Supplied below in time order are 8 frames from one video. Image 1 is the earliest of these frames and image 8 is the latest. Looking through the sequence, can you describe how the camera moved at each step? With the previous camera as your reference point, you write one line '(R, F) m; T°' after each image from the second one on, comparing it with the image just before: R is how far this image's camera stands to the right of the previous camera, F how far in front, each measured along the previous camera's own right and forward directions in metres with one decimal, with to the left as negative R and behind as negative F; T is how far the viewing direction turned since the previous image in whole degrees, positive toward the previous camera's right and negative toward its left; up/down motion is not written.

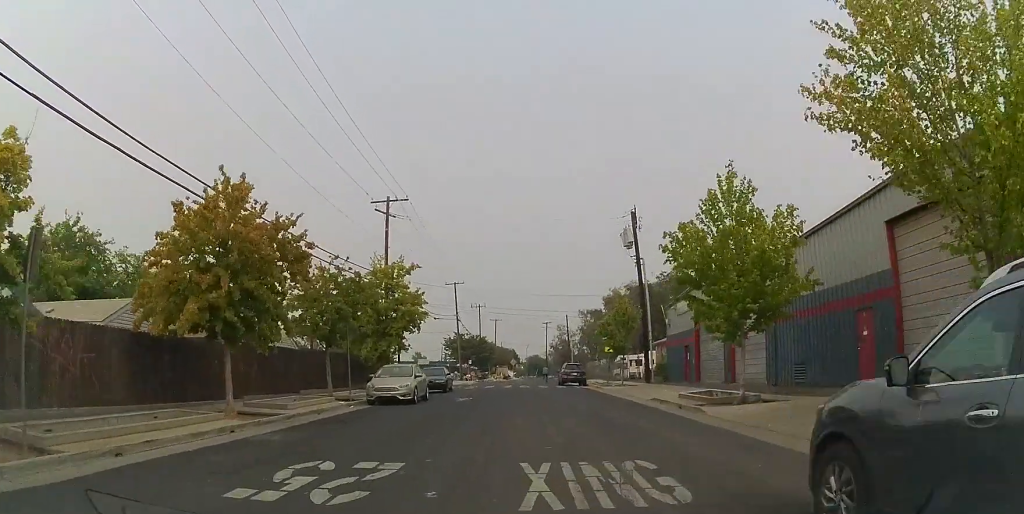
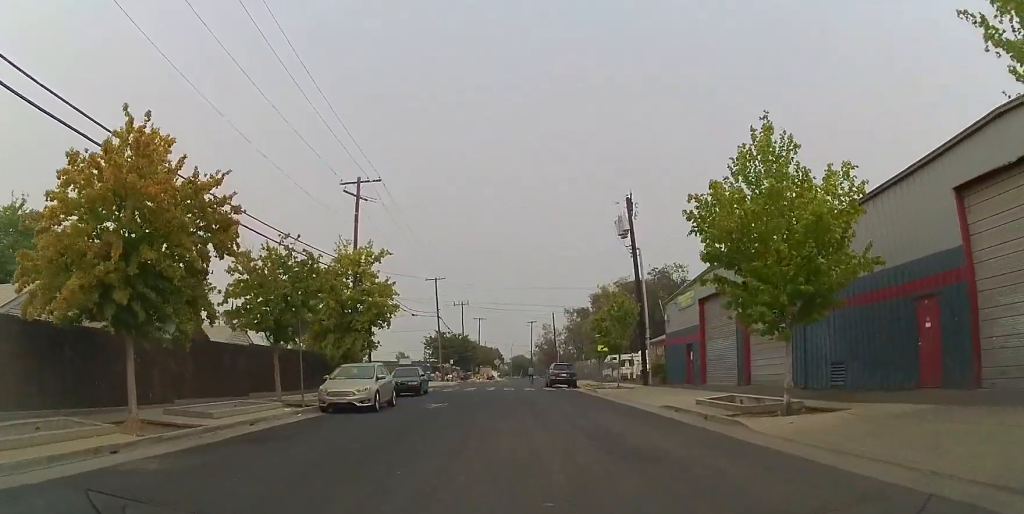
(+0.2, +3.5) m; +5°
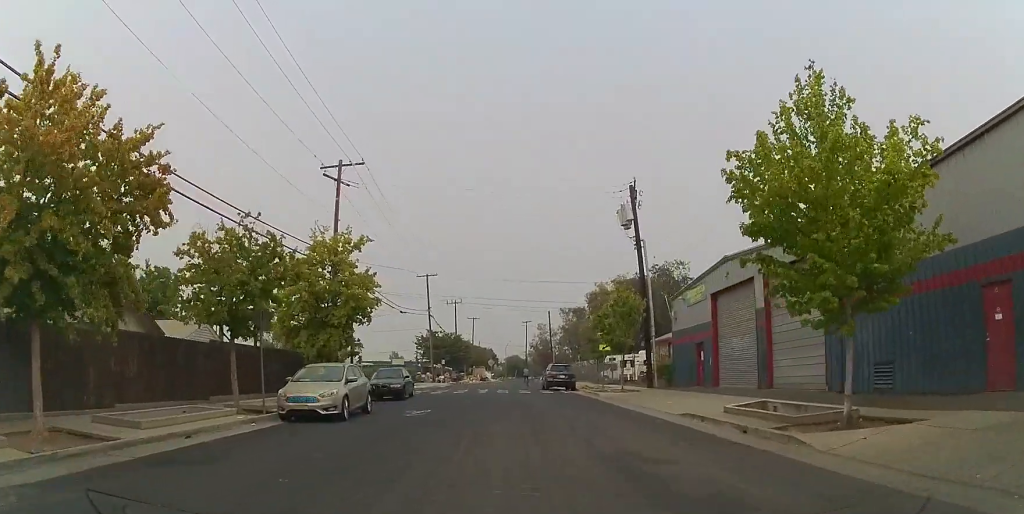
(0.0, +2.6) m; +5°
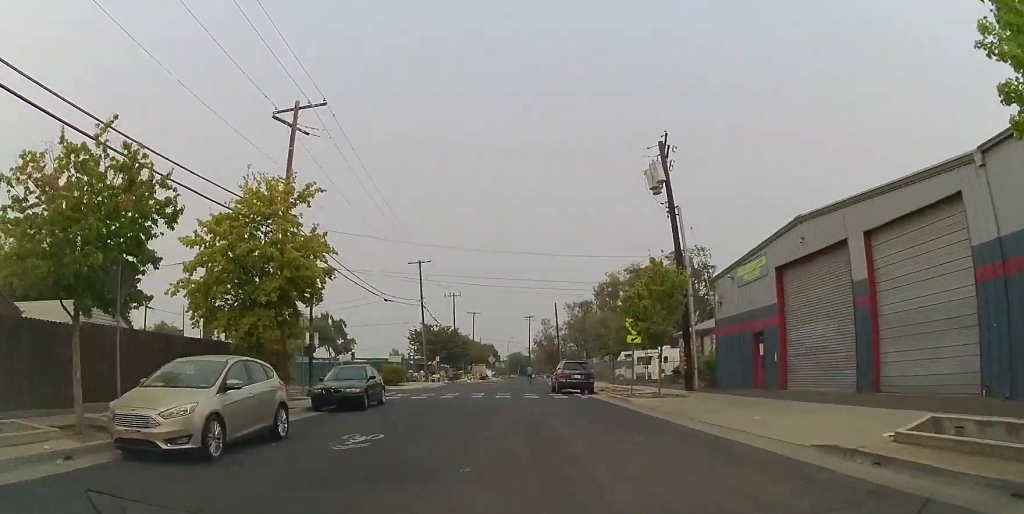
(+0.5, +6.6) m; +1°
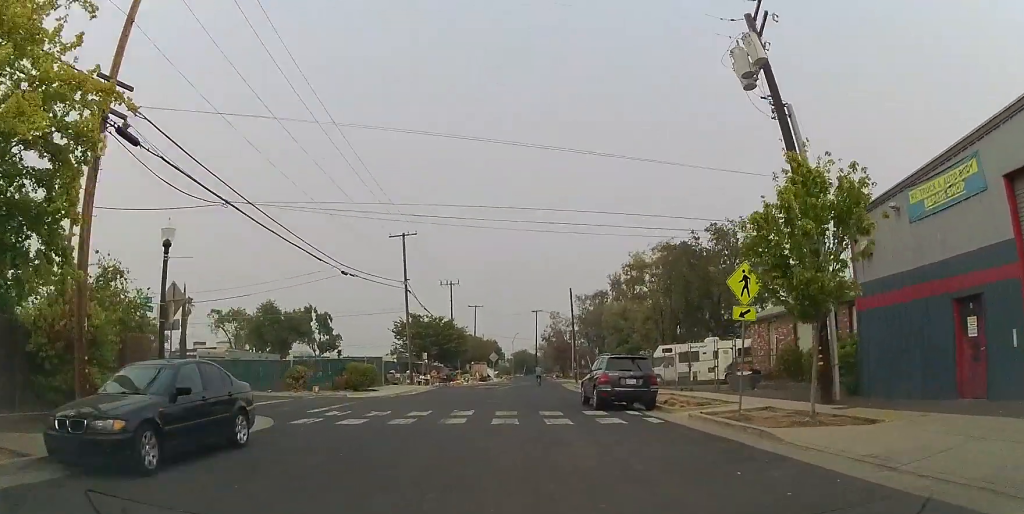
(-1.0, +11.6) m; -5°
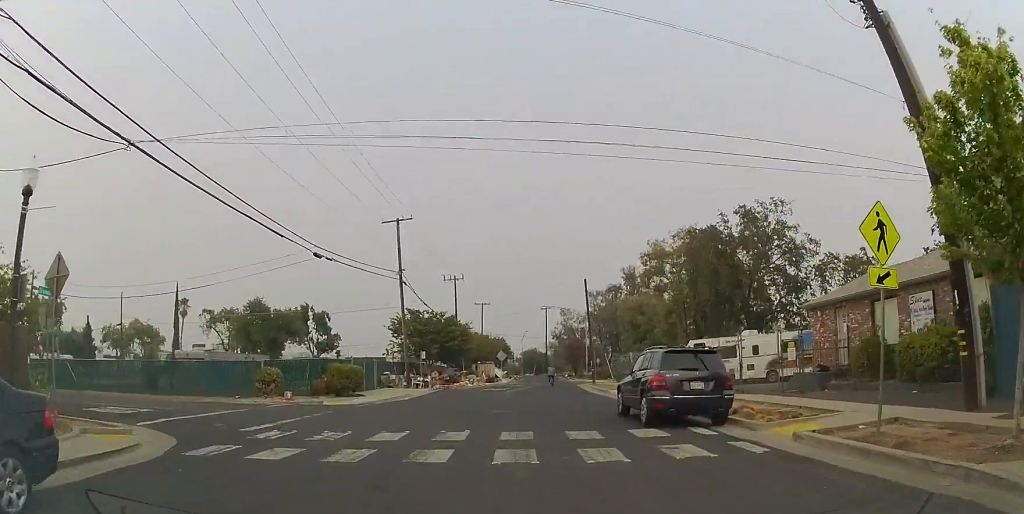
(0.0, +5.4) m; 0°
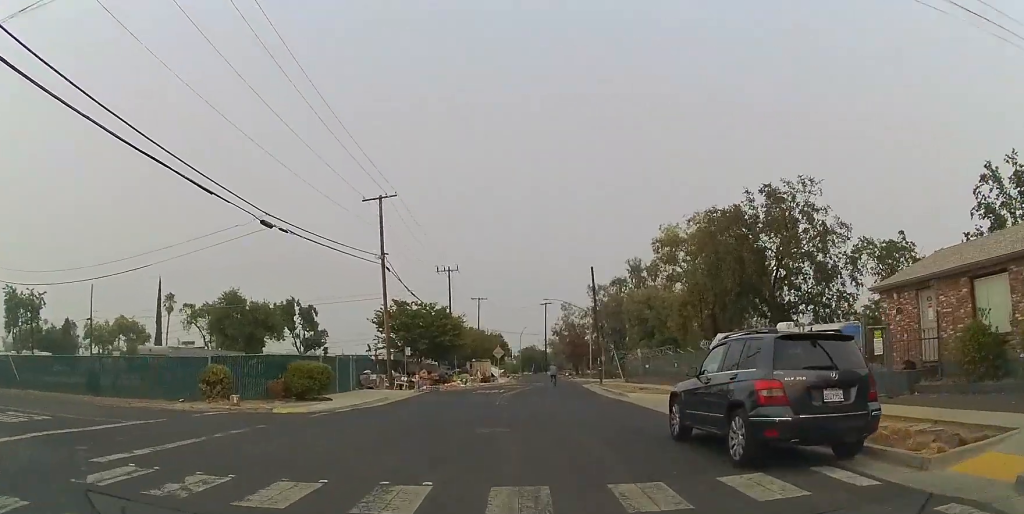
(0.0, +5.2) m; 0°
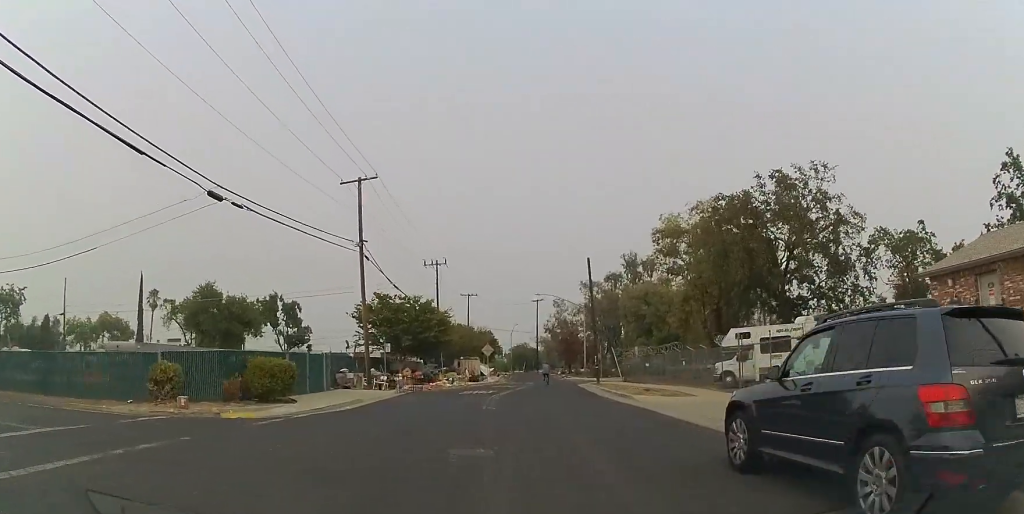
(0.0, +3.2) m; 0°
